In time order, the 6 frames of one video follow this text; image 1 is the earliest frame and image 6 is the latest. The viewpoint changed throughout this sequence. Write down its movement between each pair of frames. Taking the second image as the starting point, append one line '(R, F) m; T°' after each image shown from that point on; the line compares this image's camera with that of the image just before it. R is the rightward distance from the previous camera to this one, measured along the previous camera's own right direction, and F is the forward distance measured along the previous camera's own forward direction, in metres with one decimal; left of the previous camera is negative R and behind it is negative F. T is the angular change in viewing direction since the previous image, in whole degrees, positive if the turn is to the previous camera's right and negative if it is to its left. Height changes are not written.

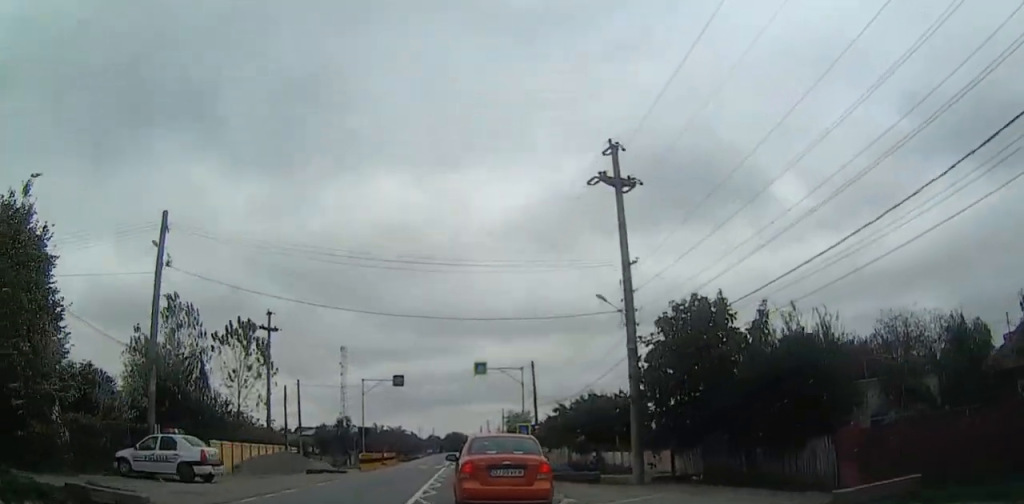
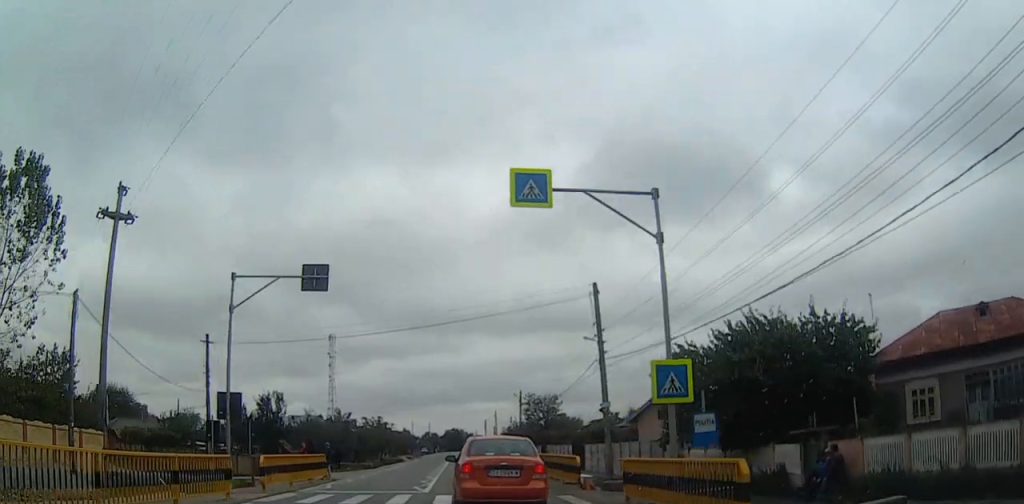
(0.0, +31.1) m; +2°
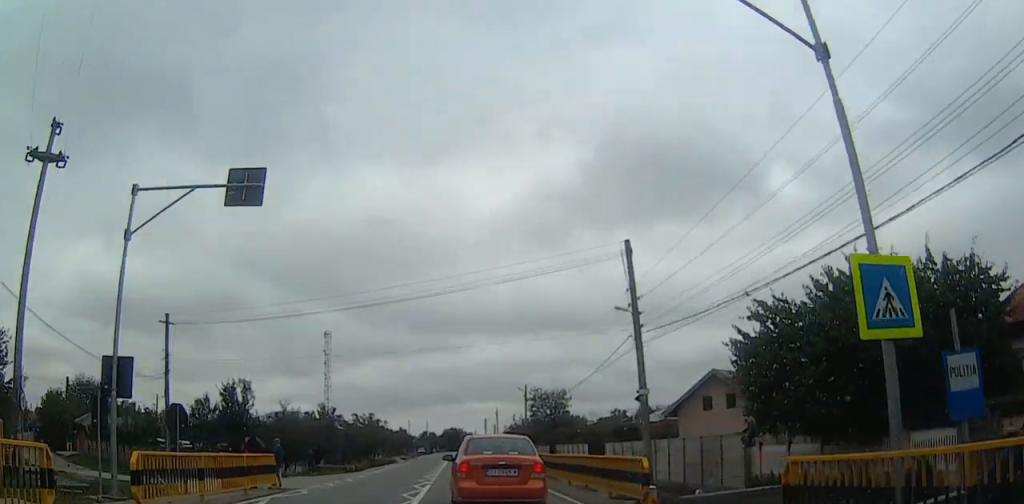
(+0.2, +7.4) m; +1°
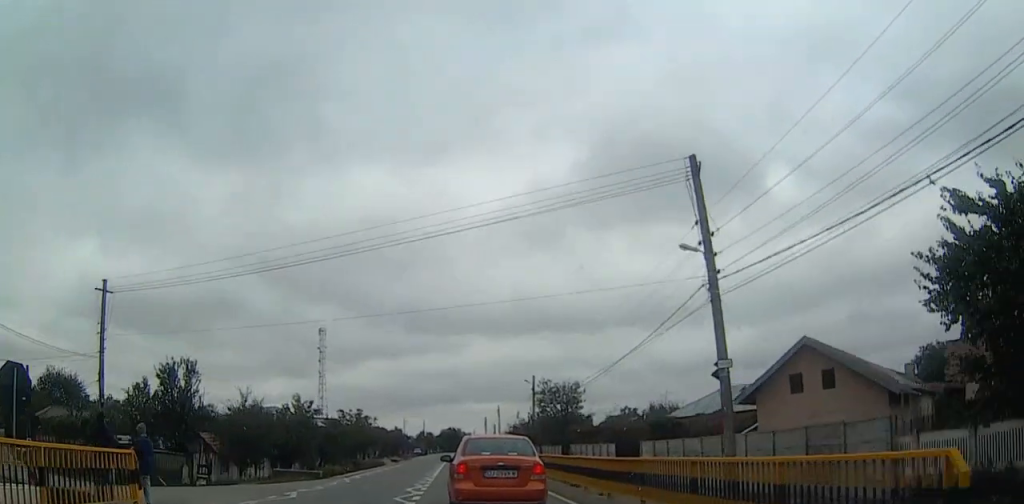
(-0.2, +8.7) m; -1°
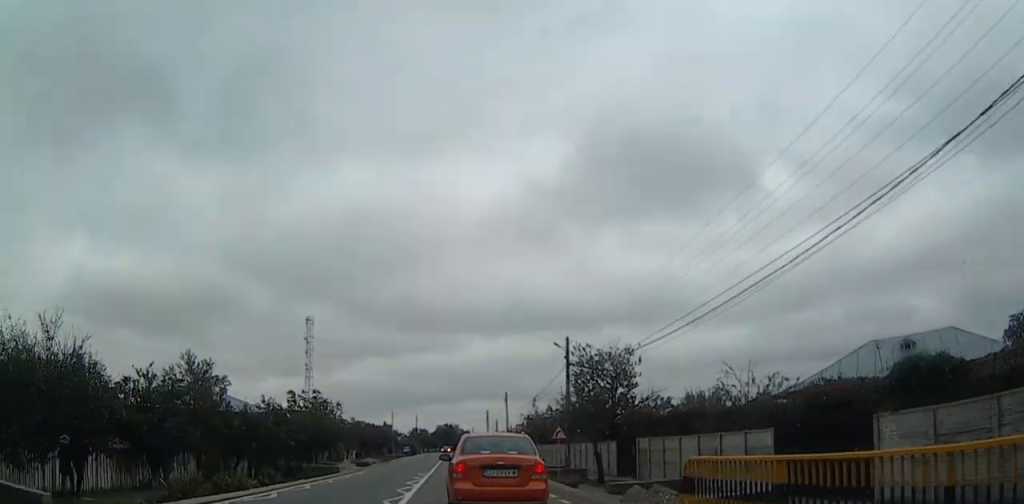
(+0.1, +20.8) m; +1°
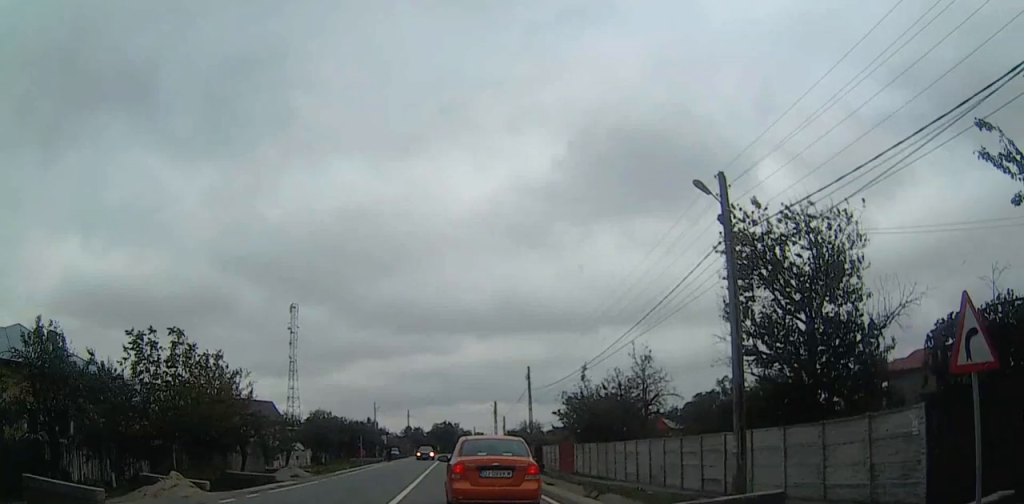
(-0.2, +26.7) m; -1°
